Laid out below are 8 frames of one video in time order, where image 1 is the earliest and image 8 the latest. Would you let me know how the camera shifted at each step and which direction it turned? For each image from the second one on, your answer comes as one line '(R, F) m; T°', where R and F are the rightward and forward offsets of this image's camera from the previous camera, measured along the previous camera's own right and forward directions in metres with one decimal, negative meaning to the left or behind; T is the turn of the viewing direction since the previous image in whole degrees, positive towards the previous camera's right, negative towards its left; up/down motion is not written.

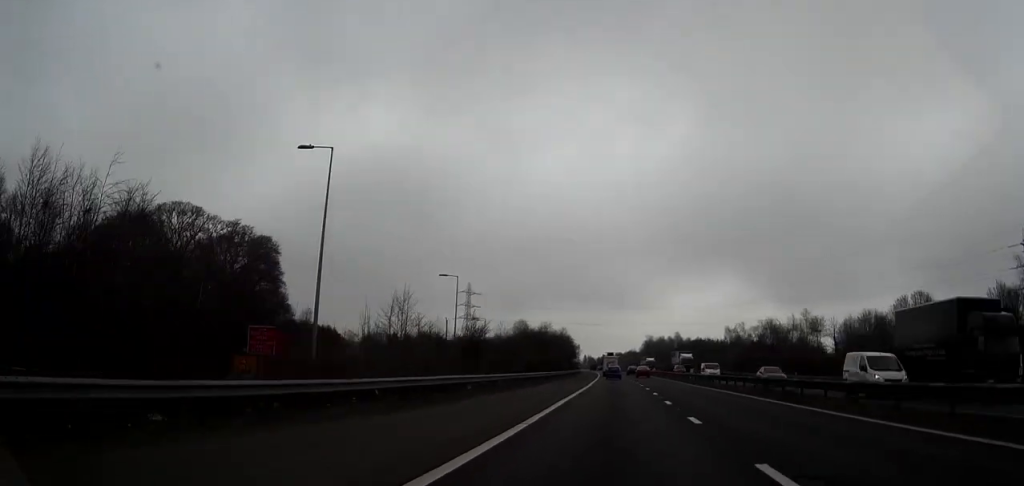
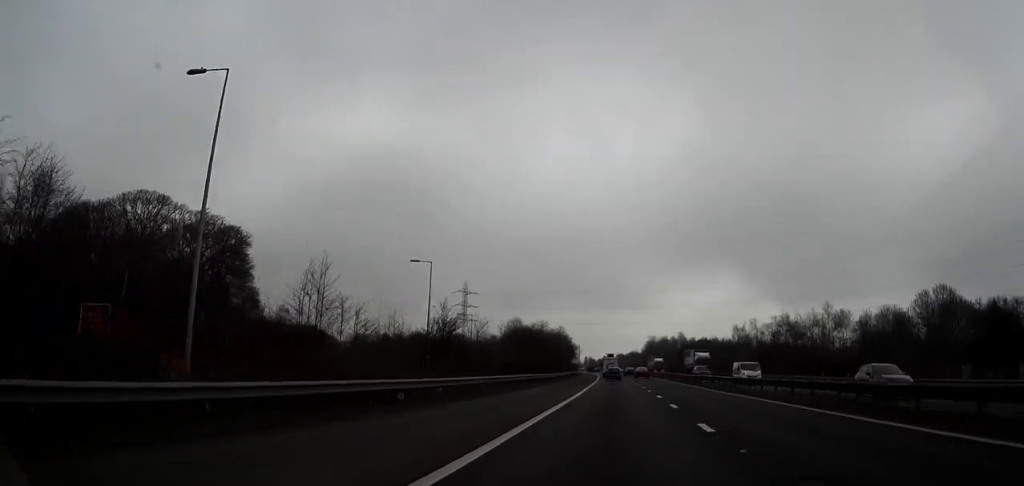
(0.0, +10.8) m; 0°
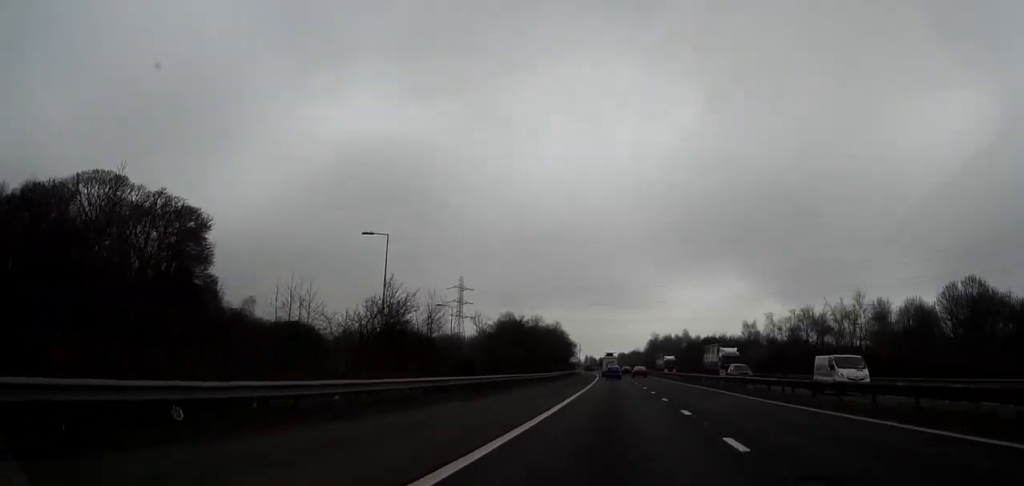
(0.0, +12.5) m; 0°
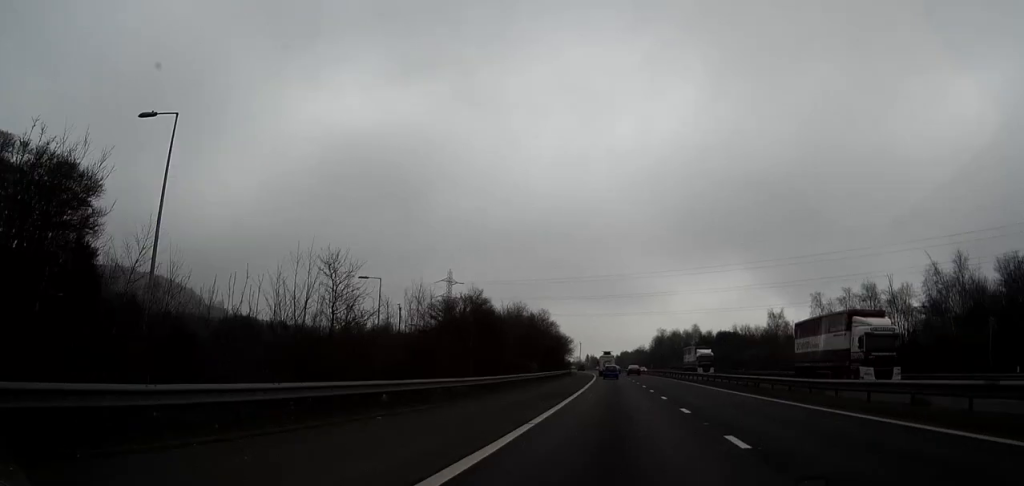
(0.0, +26.5) m; 0°
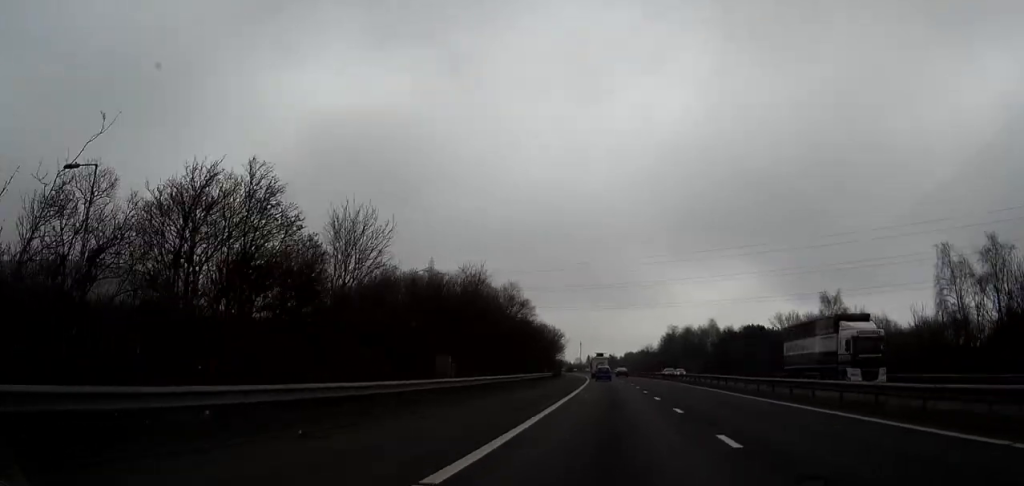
(-0.1, +35.8) m; 0°
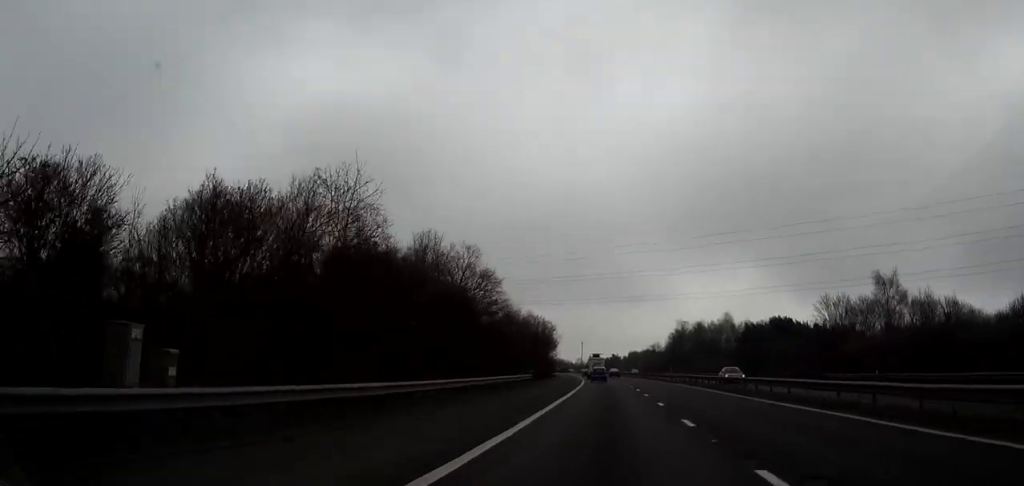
(+0.1, +22.5) m; 0°
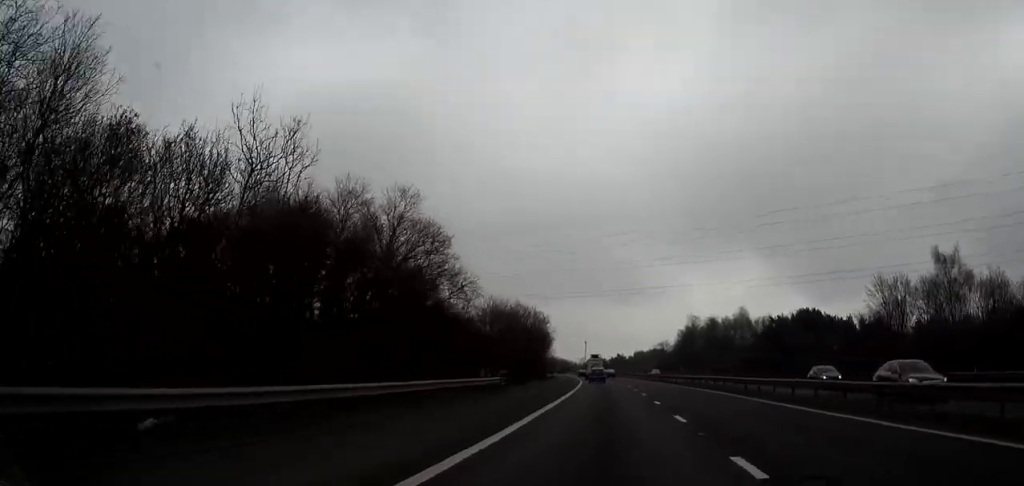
(-0.2, +16.6) m; -1°
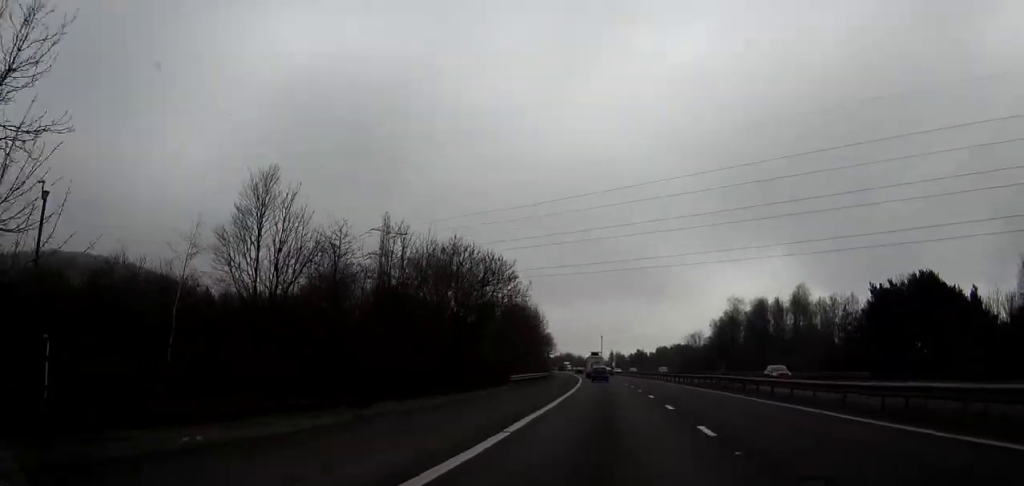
(-0.2, +39.6) m; -1°
